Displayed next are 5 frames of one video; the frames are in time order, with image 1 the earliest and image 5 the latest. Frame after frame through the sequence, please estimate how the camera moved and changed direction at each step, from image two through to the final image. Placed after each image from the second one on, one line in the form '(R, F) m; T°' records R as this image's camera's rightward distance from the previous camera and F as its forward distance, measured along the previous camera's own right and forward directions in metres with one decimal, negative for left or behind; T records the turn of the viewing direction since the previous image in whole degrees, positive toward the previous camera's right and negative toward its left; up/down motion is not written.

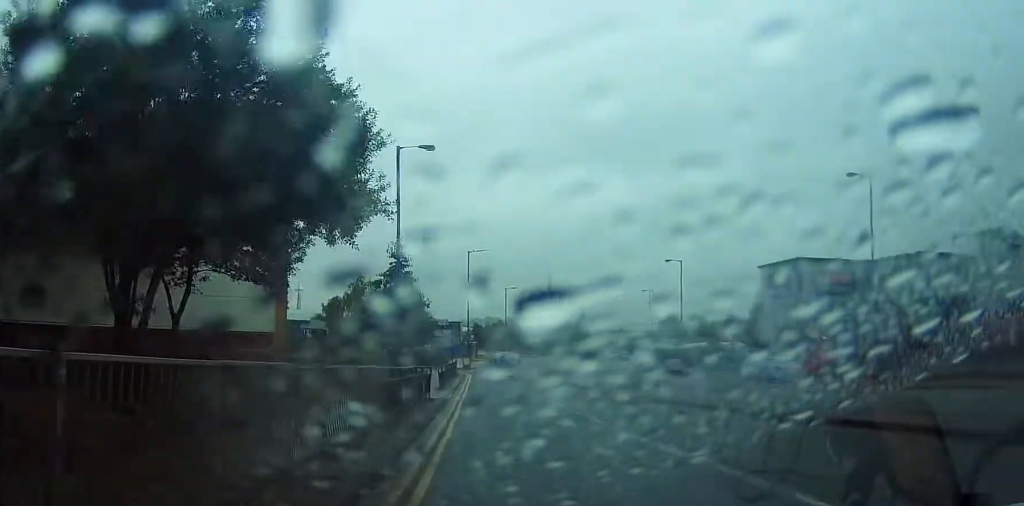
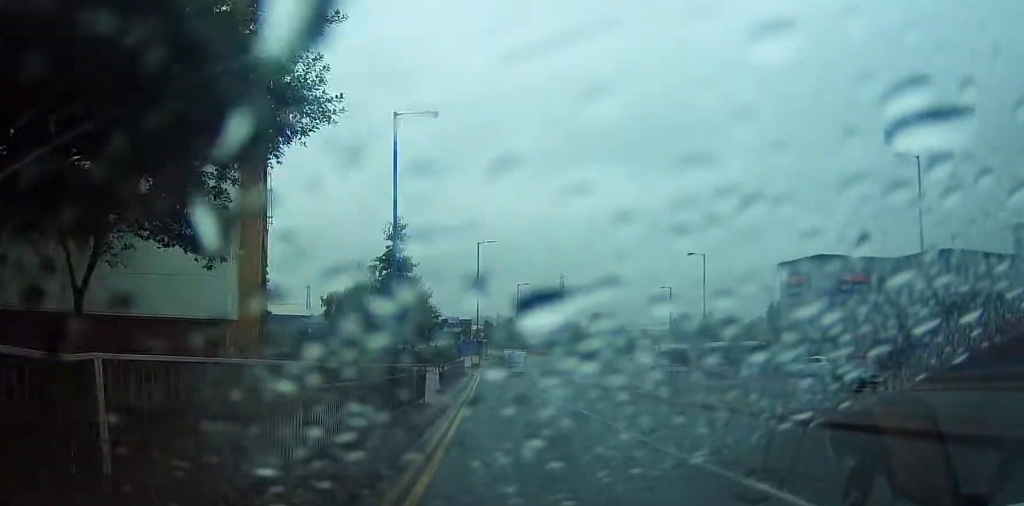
(-0.3, +4.9) m; -1°
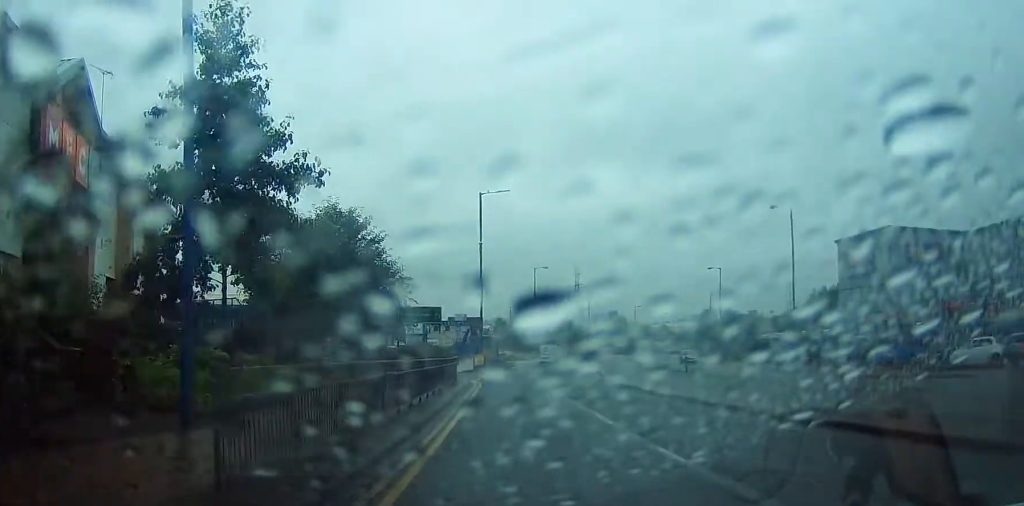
(+0.4, +21.1) m; +1°
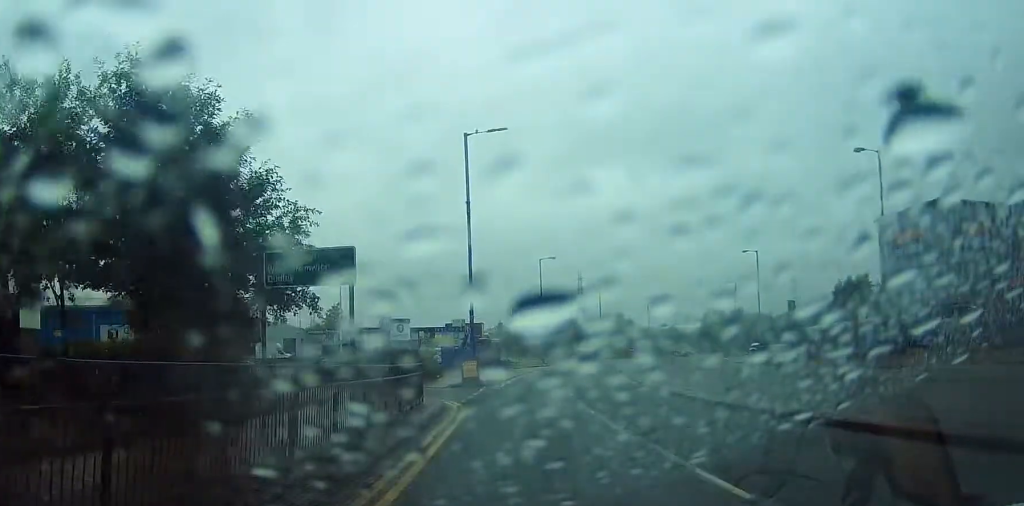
(0.0, +14.3) m; -2°
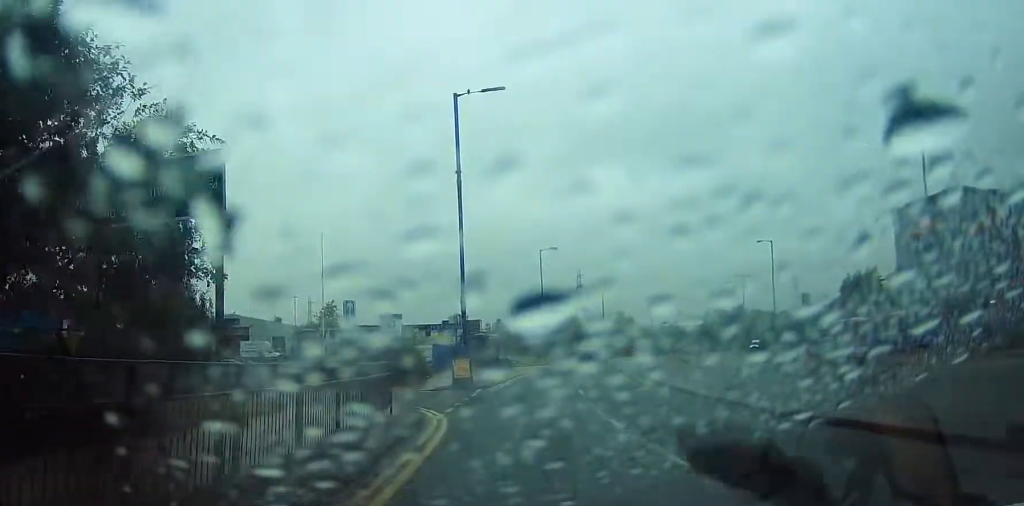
(-0.3, +5.2) m; 0°
